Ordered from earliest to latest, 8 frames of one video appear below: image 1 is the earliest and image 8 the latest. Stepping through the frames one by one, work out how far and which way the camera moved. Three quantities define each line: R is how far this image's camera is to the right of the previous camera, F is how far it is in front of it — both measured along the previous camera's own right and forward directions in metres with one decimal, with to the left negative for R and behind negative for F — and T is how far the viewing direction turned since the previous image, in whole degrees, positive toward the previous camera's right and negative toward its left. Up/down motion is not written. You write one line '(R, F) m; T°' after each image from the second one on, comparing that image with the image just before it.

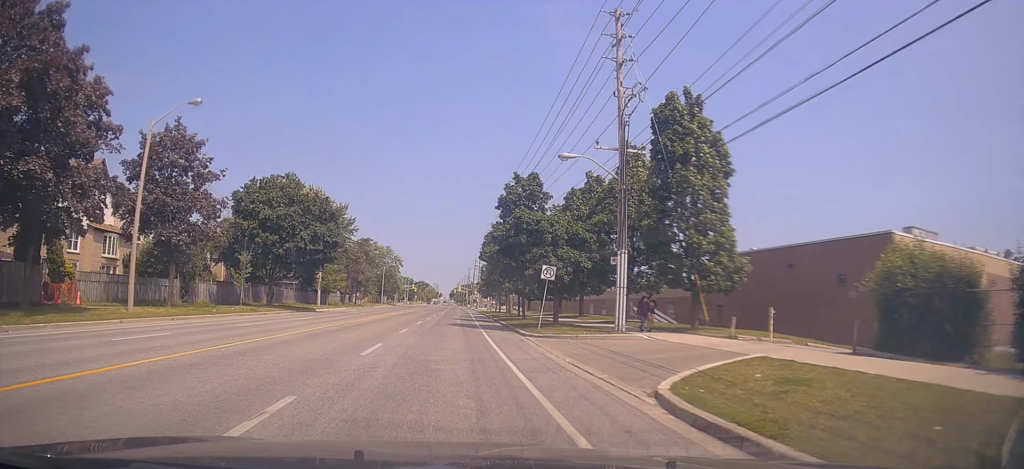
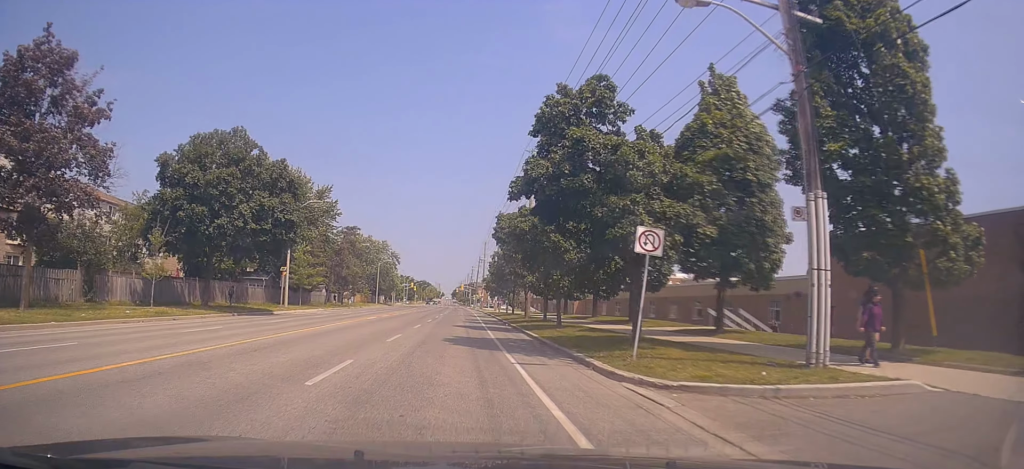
(+0.9, +13.3) m; +1°
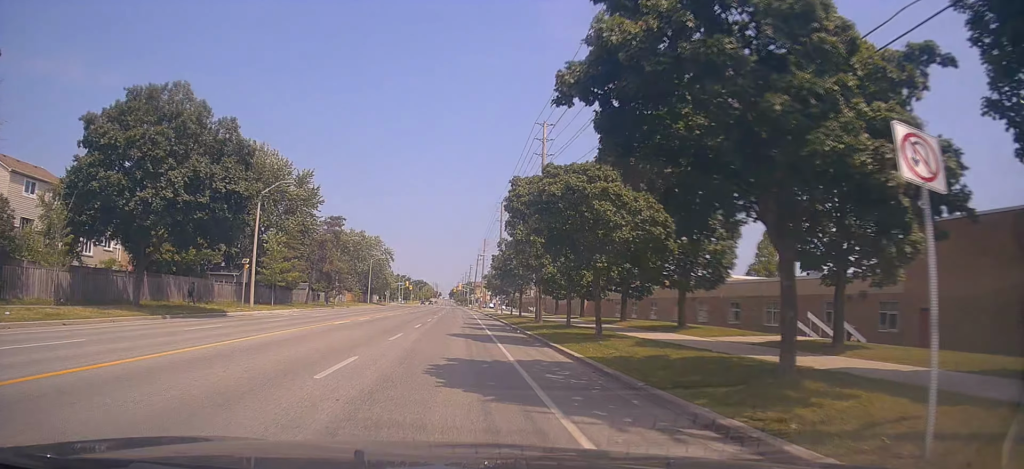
(-0.1, +8.2) m; -4°
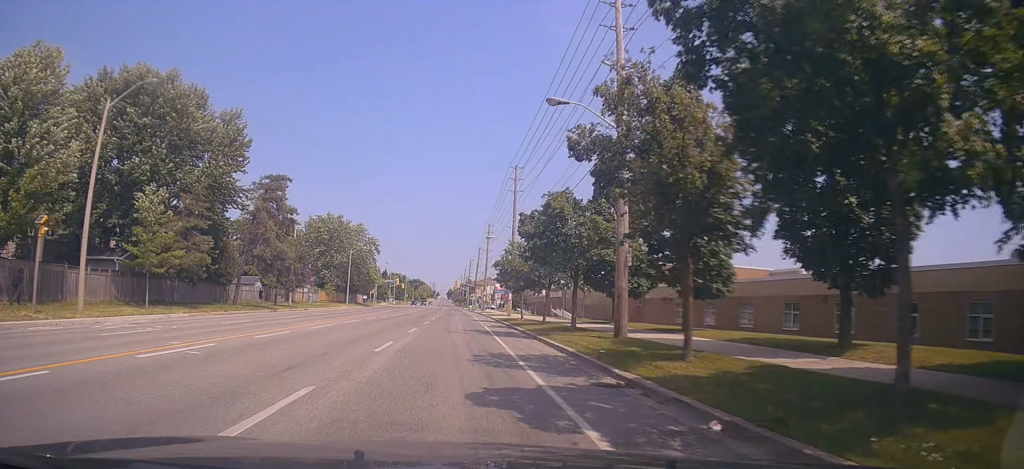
(+0.5, +21.1) m; +5°
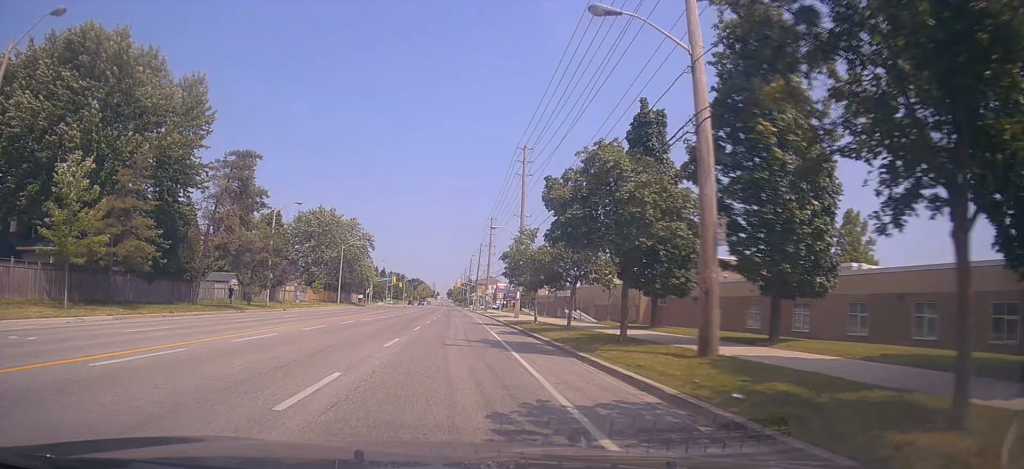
(-0.1, +7.3) m; -2°
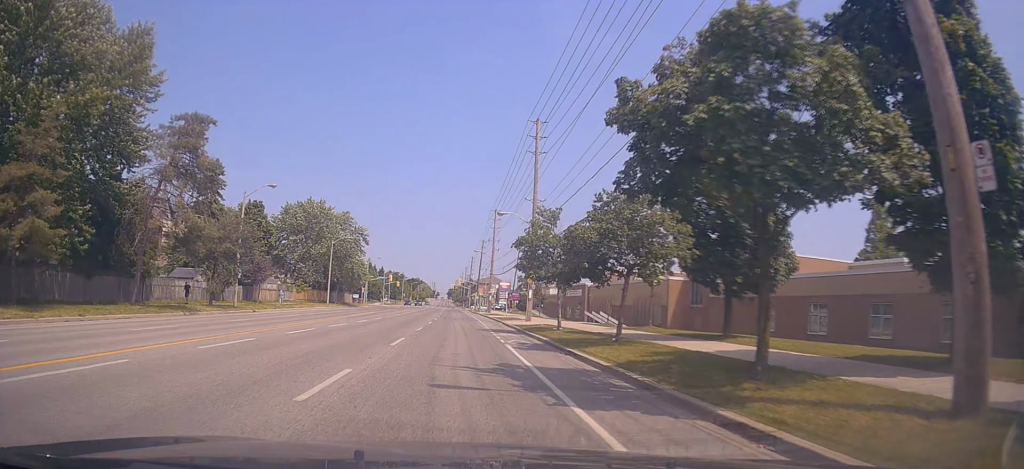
(-0.2, +8.2) m; -2°
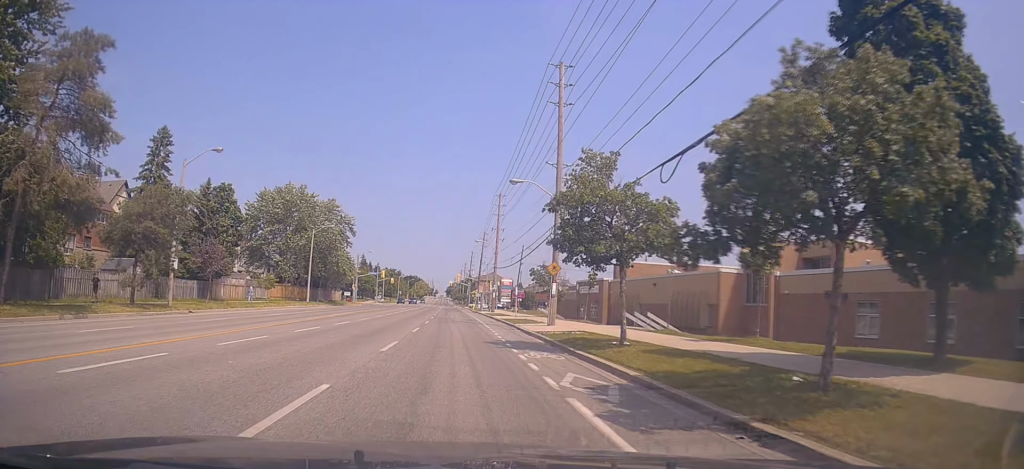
(-0.3, +10.8) m; +1°
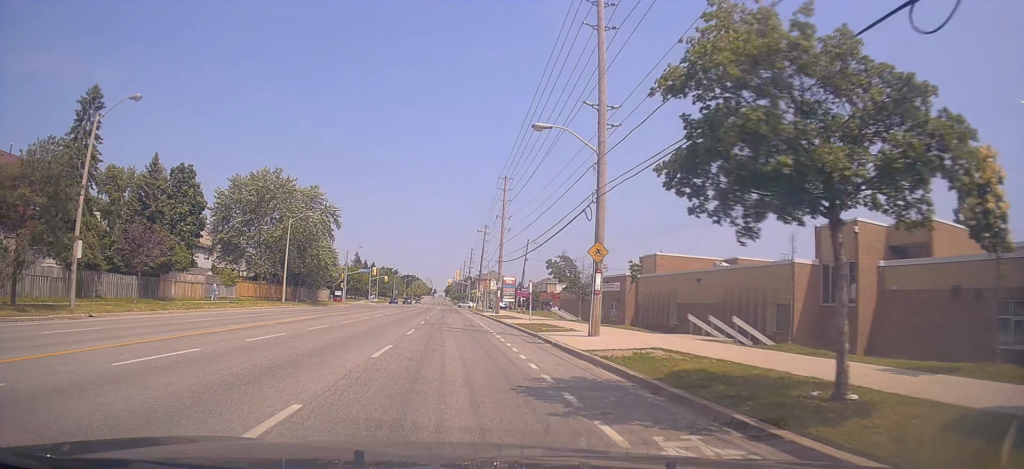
(+0.4, +10.0) m; +3°
